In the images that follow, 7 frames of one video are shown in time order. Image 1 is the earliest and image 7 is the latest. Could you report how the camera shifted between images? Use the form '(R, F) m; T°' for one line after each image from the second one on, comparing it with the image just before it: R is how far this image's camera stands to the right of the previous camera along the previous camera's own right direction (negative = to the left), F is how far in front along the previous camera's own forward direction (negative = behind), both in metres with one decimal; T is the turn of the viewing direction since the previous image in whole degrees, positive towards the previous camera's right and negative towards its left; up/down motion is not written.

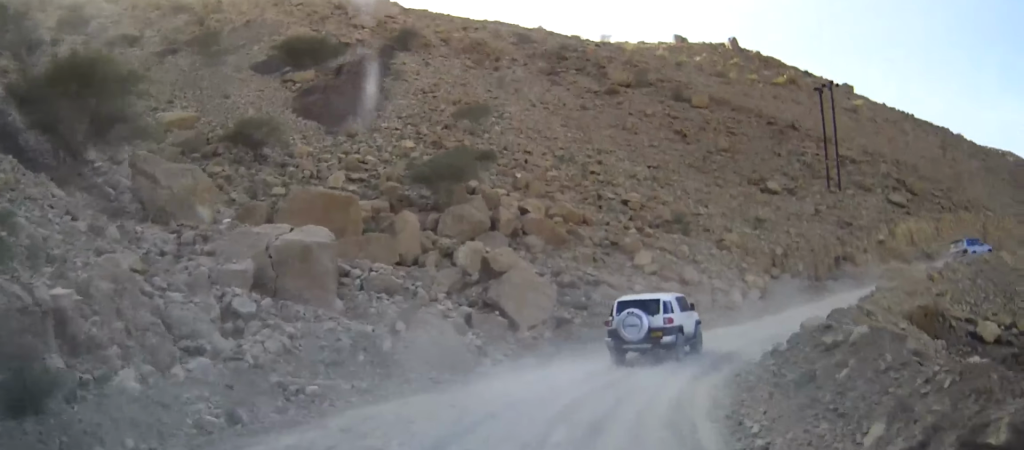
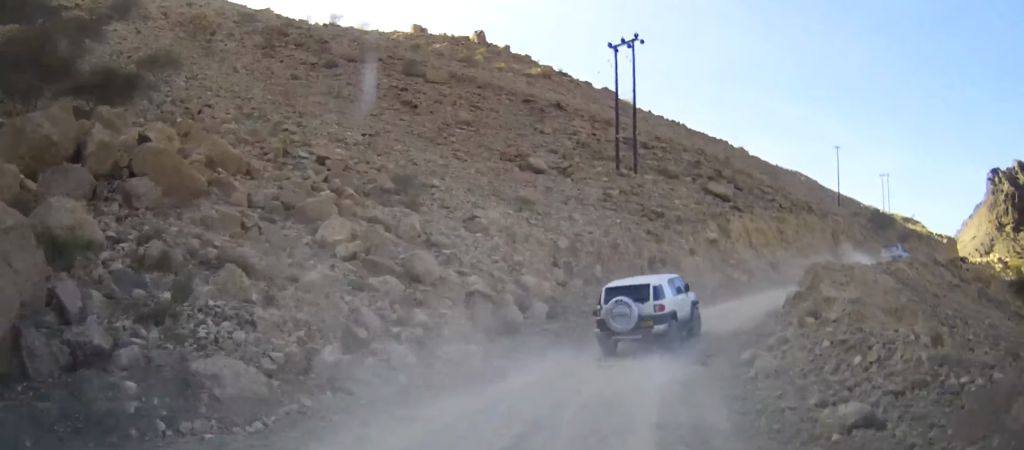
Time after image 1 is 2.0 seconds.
(+3.3, +19.8) m; +21°
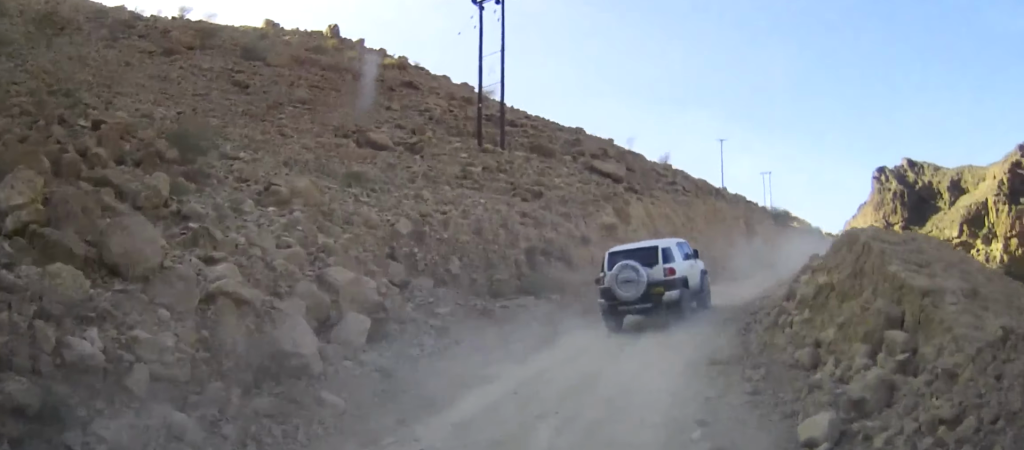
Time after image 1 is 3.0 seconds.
(+1.0, +9.1) m; +12°
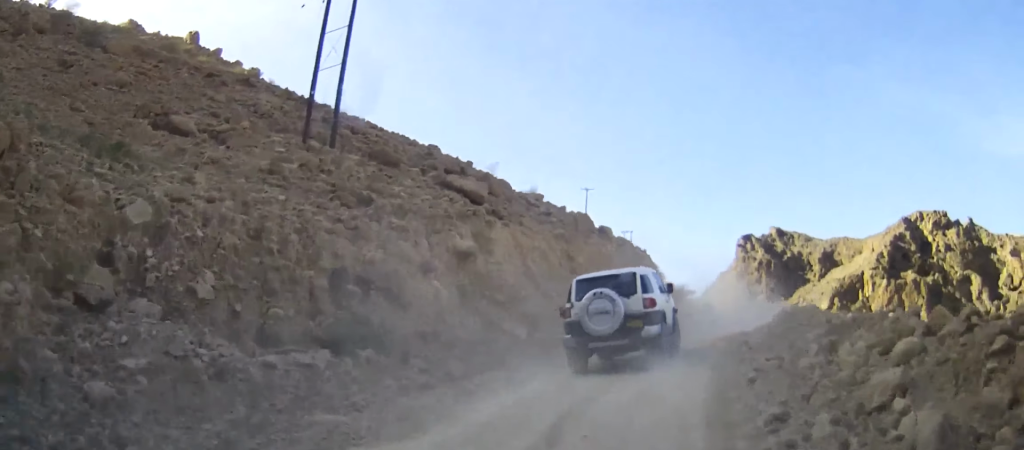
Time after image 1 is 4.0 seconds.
(+0.9, +7.9) m; +12°
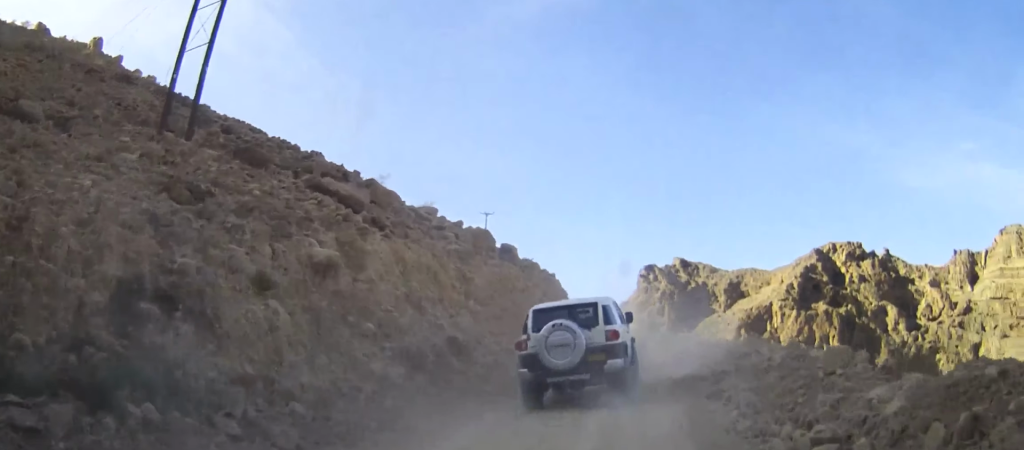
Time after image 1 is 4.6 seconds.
(+0.5, +5.6) m; +8°
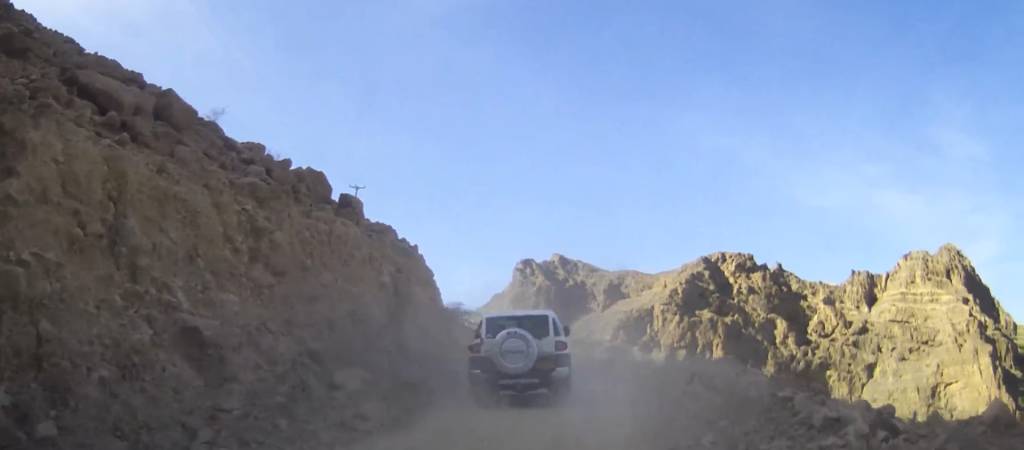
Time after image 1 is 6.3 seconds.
(+1.3, +11.3) m; +11°
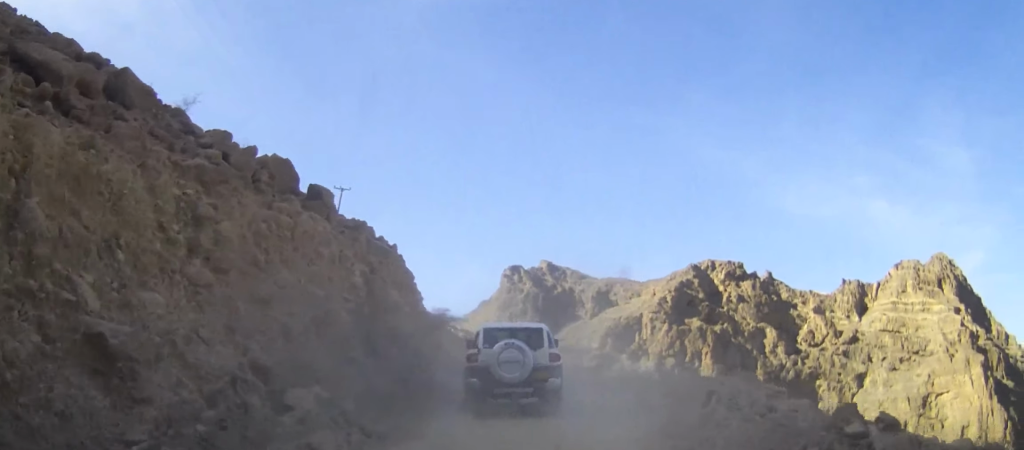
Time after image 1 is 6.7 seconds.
(+0.1, +1.9) m; +2°
